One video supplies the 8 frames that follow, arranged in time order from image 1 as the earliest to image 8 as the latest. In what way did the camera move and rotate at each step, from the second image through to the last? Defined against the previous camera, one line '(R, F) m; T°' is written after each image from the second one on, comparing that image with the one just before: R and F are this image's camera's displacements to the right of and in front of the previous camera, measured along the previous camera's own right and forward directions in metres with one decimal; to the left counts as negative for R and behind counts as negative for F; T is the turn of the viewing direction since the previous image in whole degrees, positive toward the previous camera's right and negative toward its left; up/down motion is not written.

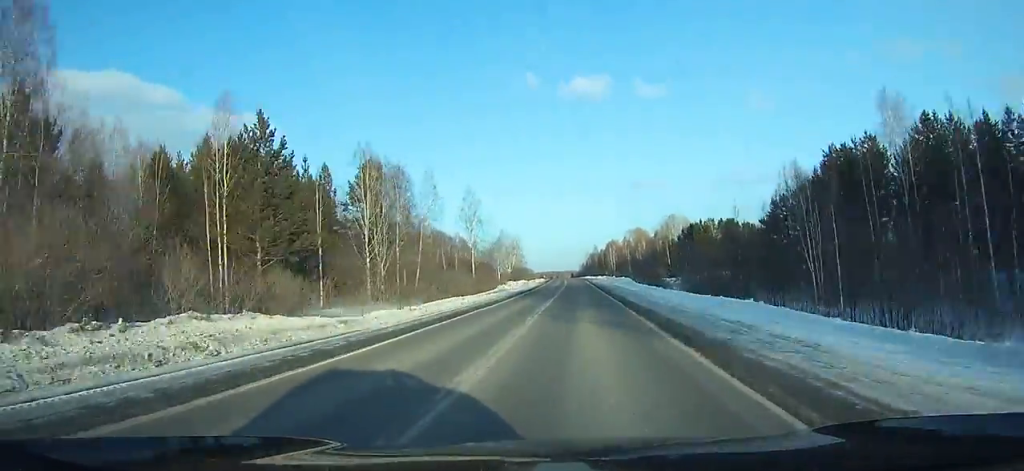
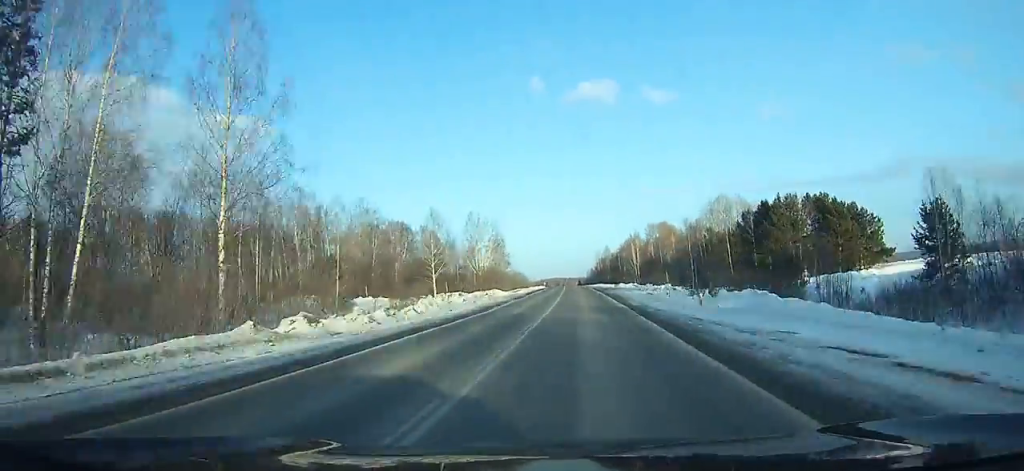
(-0.2, +58.2) m; -1°
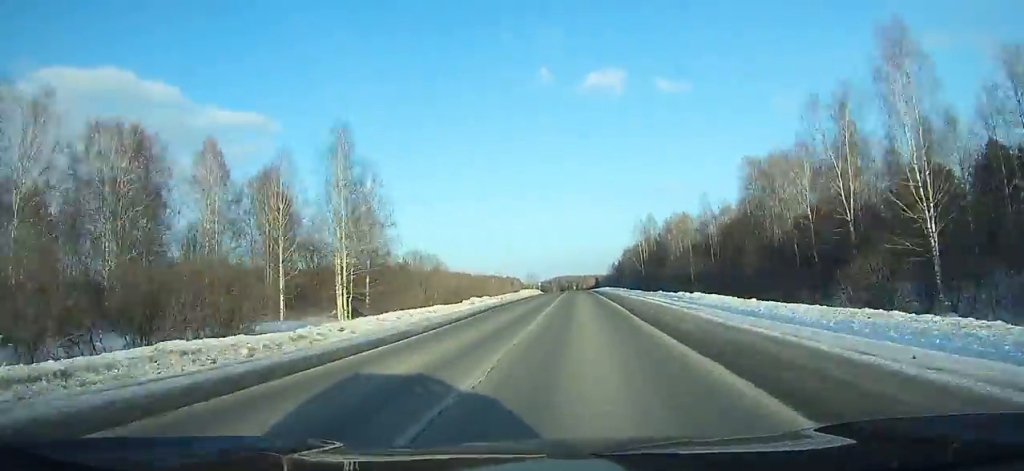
(-1.4, +113.4) m; -1°
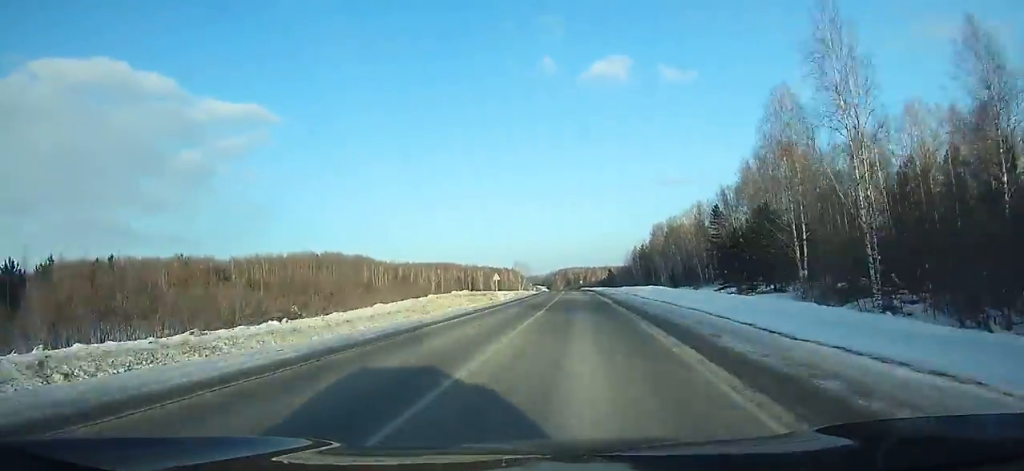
(-0.6, +86.5) m; -1°
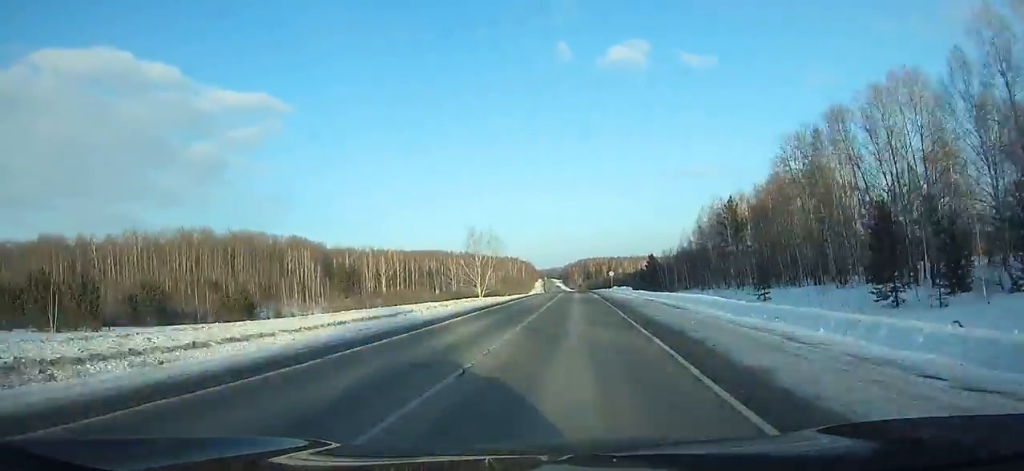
(-1.0, +116.2) m; -1°
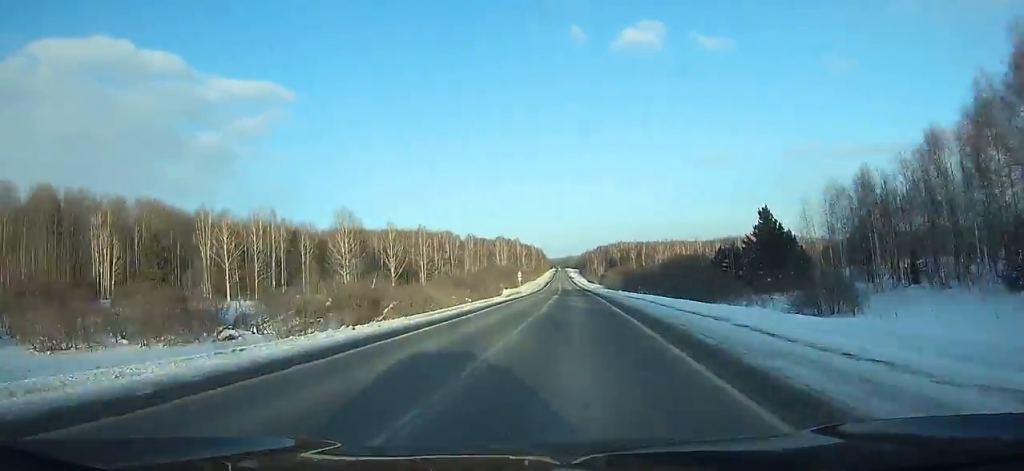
(-2.5, +116.1) m; -2°
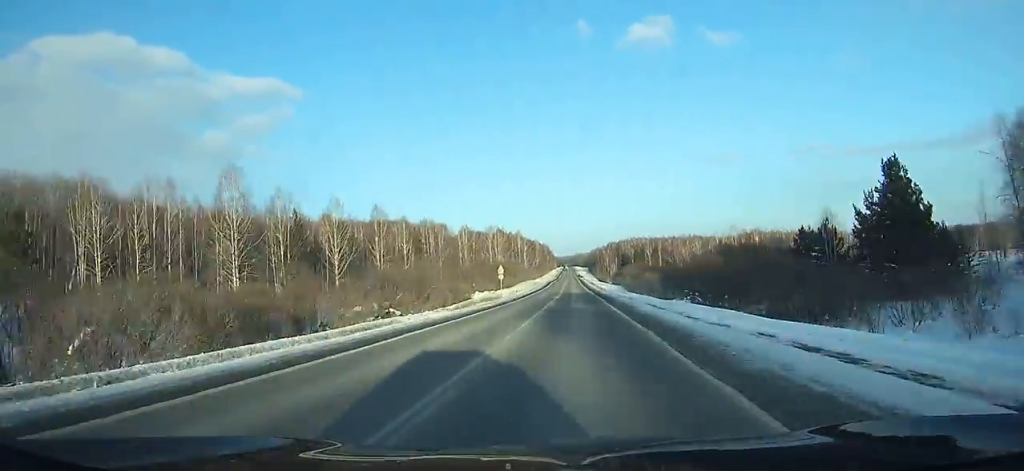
(-0.5, +38.2) m; -1°
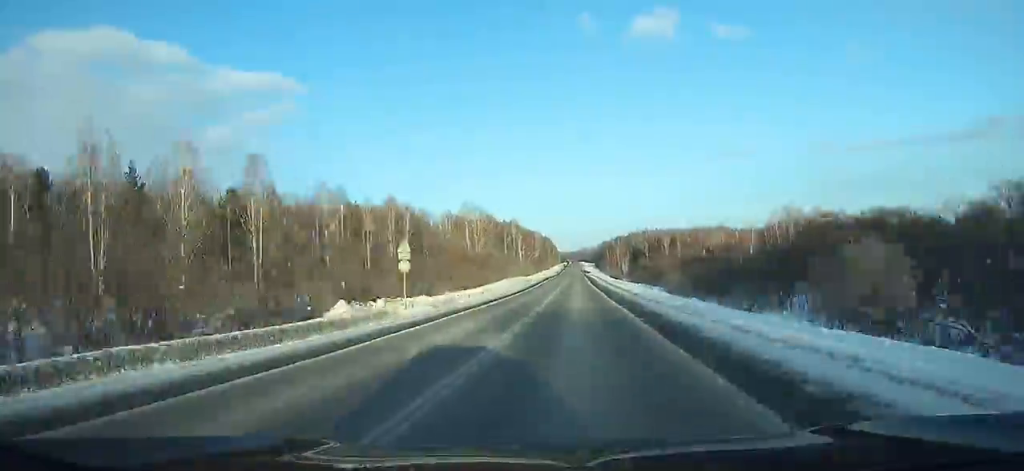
(-0.2, +47.1) m; 0°
